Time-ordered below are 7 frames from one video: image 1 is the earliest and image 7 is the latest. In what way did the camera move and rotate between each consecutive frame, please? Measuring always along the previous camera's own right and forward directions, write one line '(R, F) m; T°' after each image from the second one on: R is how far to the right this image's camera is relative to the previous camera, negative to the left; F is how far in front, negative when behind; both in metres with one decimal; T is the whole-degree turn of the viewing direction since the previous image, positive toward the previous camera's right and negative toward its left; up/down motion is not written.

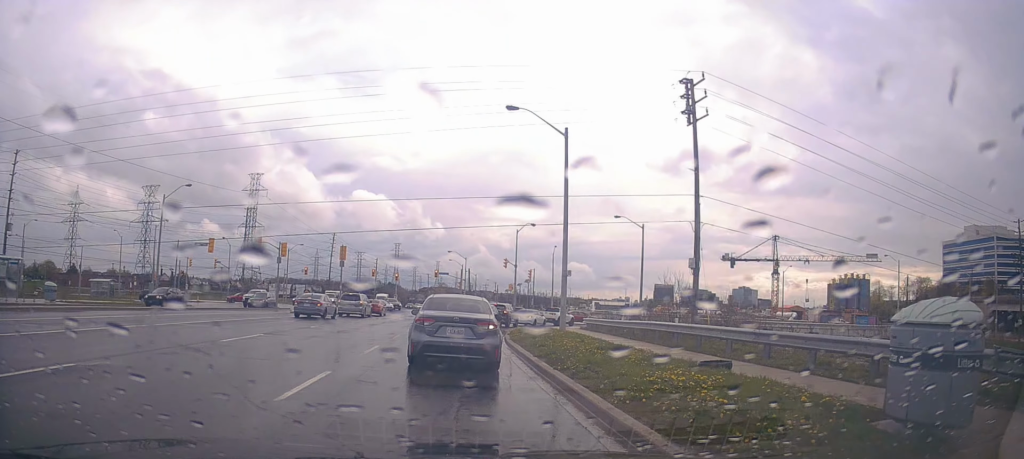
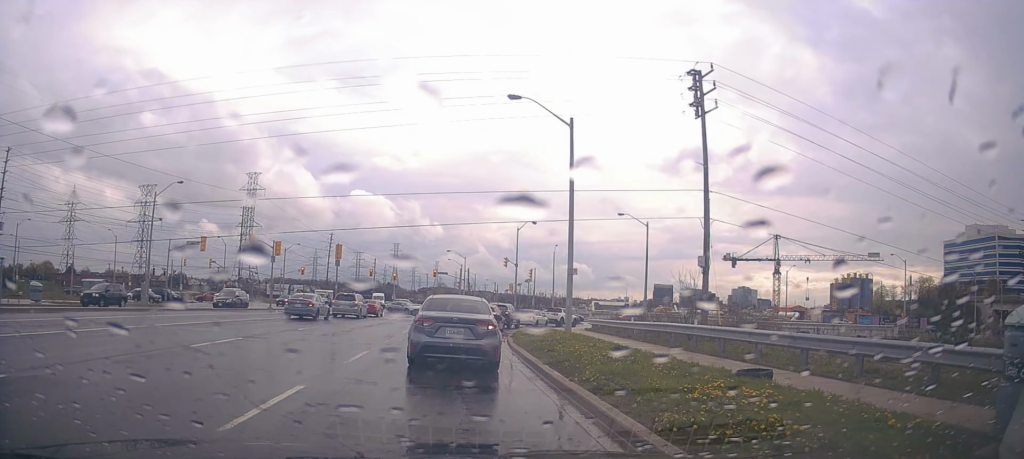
(0.0, +1.5) m; -2°
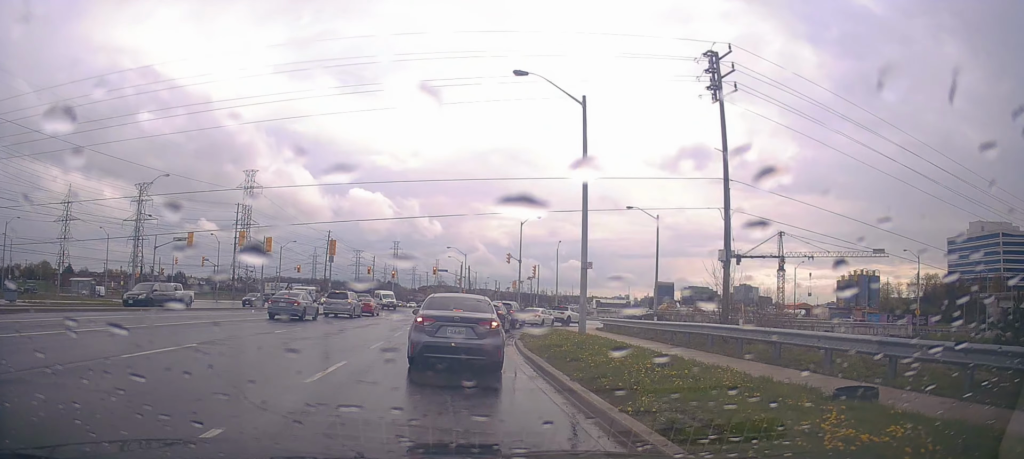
(-0.1, +2.8) m; +4°
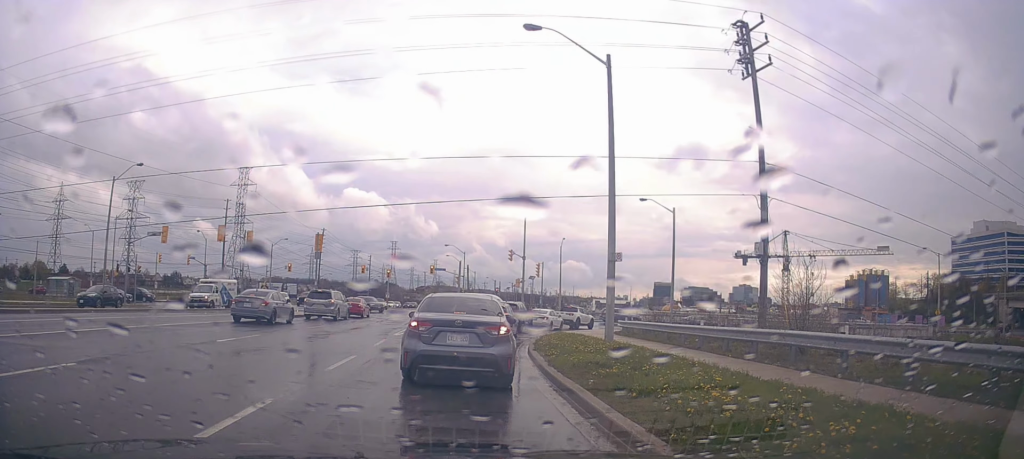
(+0.4, +4.3) m; +4°
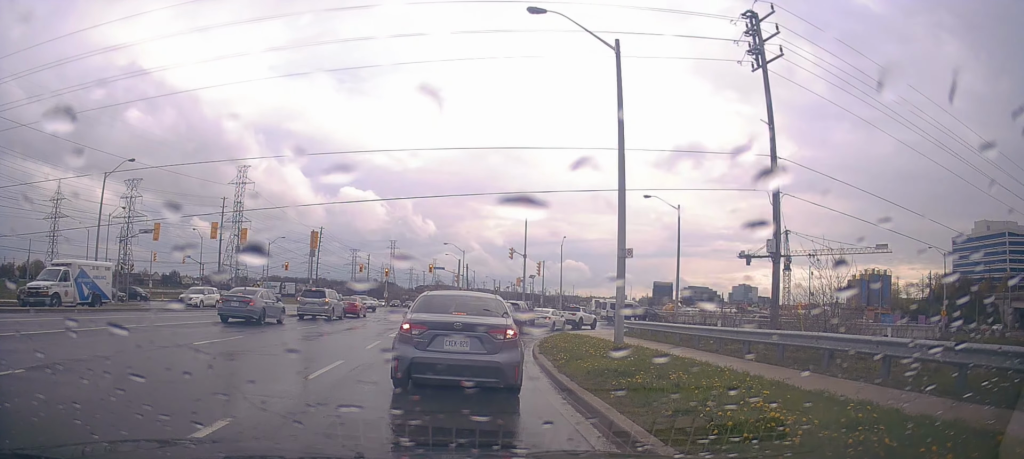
(+0.2, +1.2) m; 0°
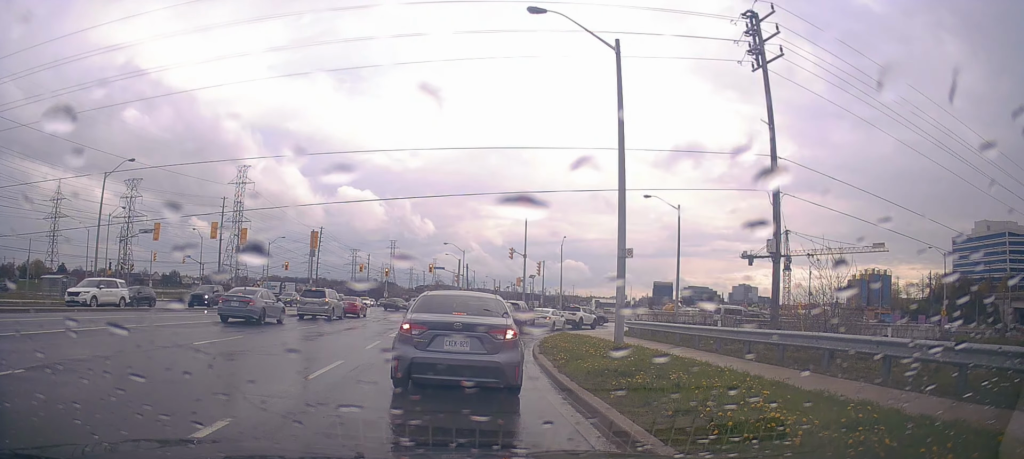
(-0.1, +0.2) m; 0°
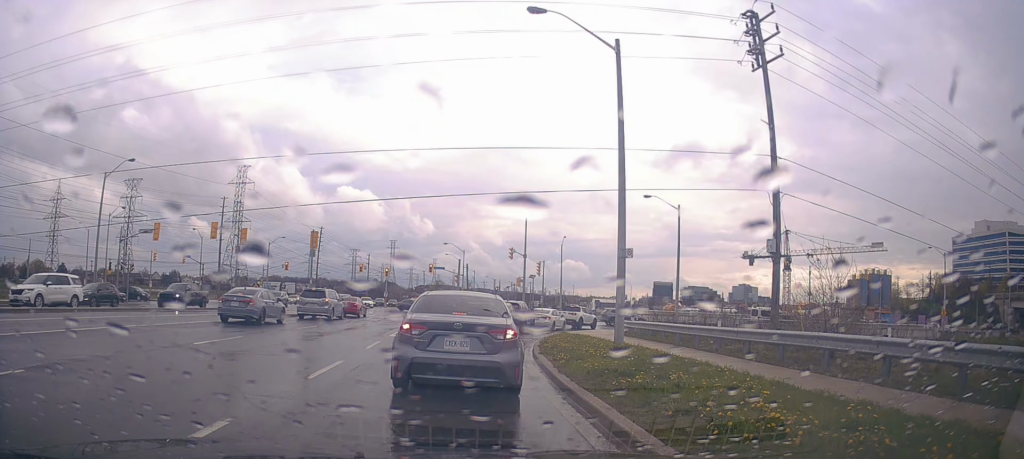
(0.0, 0.0) m; 0°
